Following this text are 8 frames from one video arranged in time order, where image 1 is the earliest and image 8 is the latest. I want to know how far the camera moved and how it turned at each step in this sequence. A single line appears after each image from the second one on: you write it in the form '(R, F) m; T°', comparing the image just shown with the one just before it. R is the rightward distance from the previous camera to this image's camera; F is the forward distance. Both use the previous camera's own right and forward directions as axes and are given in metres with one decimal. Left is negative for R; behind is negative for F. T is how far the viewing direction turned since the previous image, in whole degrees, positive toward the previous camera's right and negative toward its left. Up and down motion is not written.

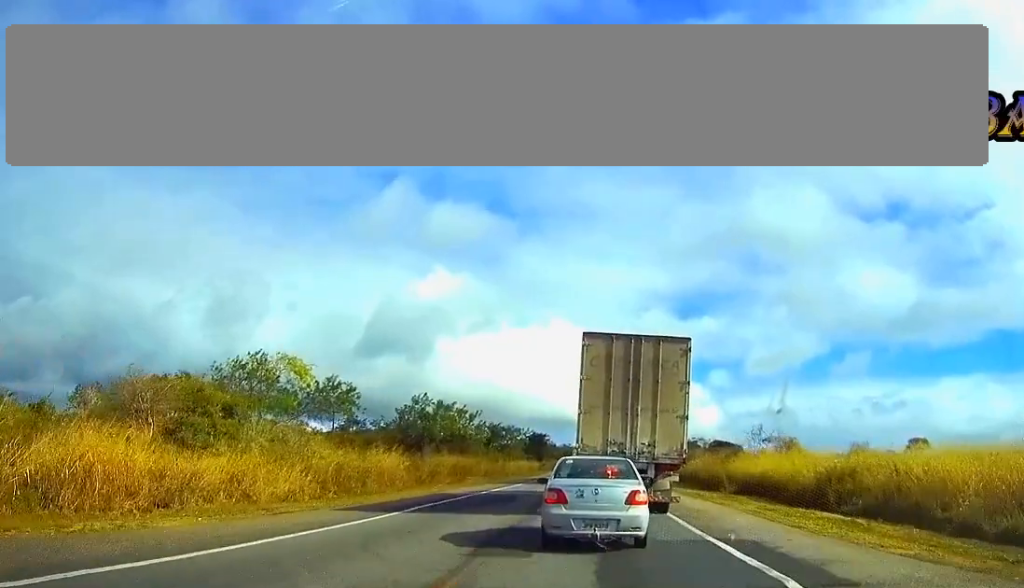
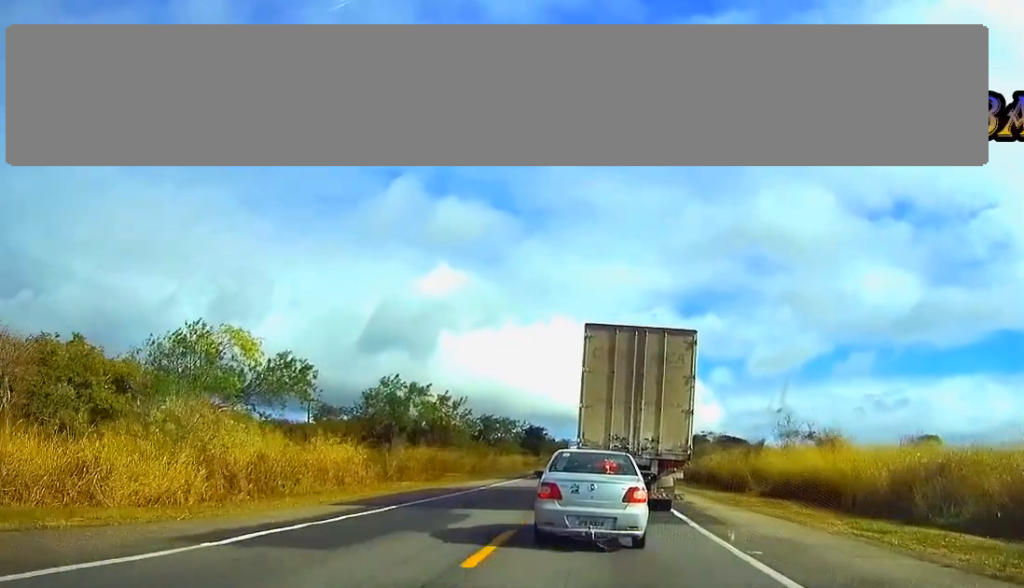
(0.0, +11.0) m; 0°
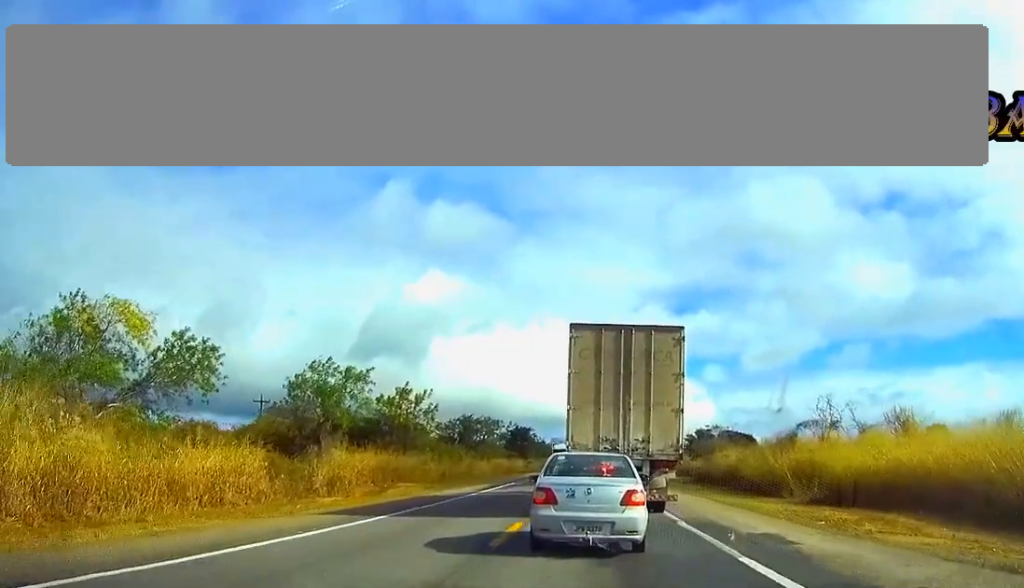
(+0.1, +14.0) m; 0°
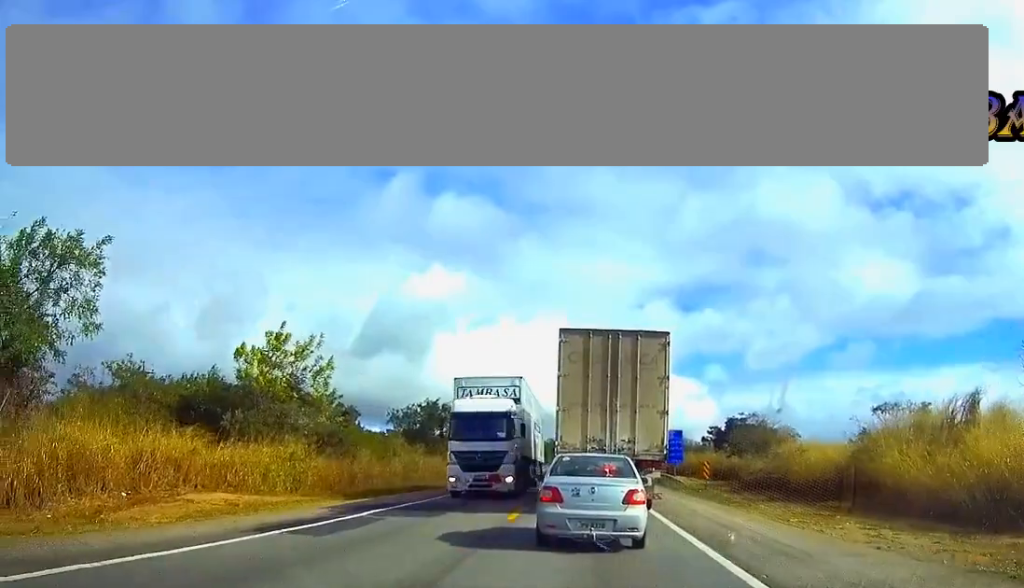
(+0.1, +28.2) m; 0°
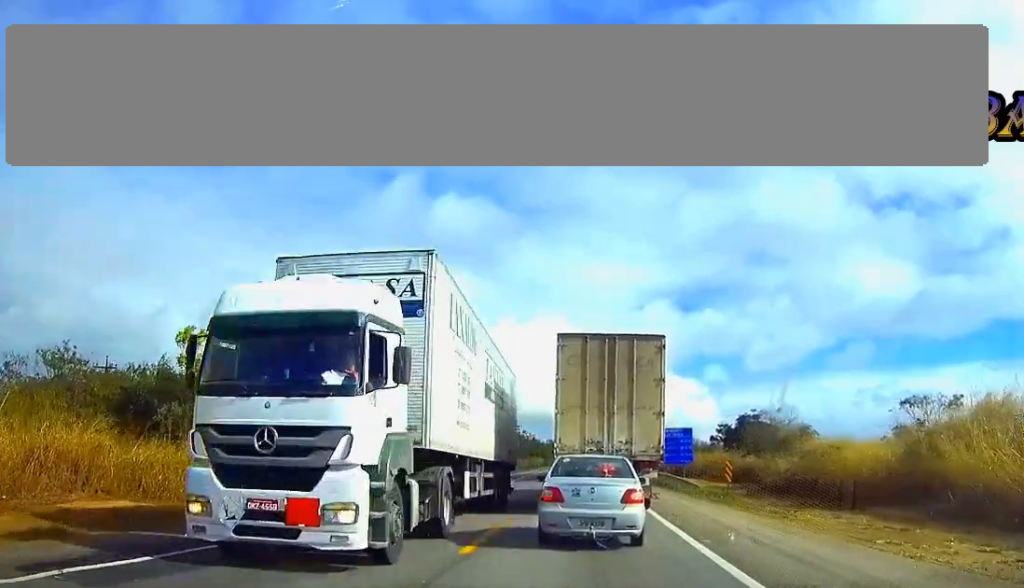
(0.0, +6.6) m; 0°
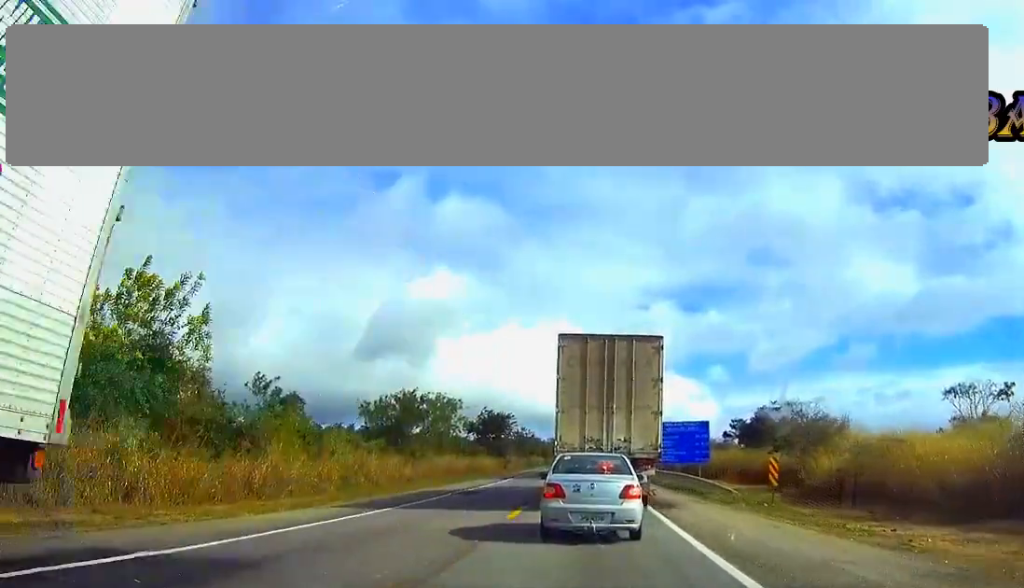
(0.0, +8.5) m; 0°
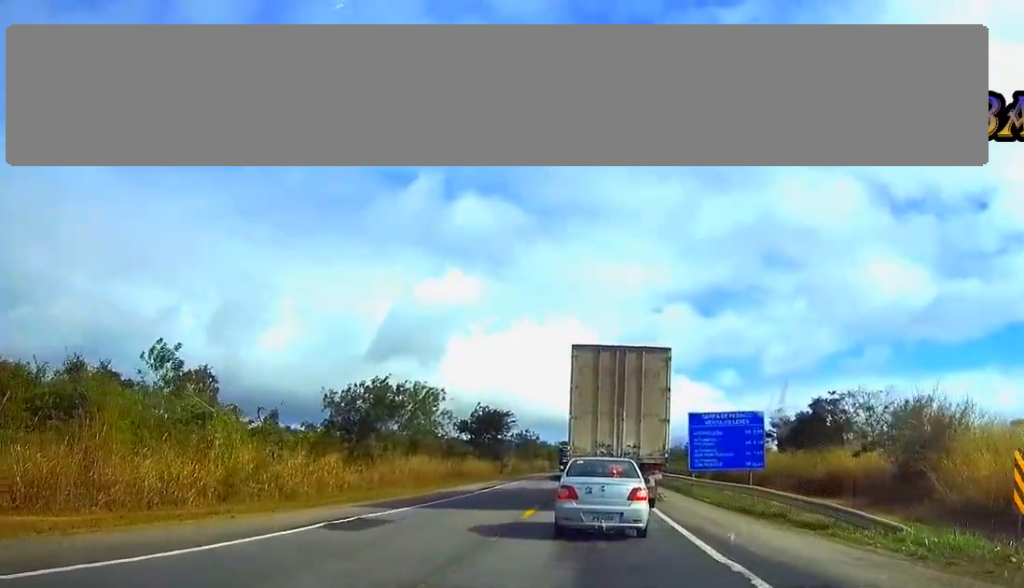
(0.0, +15.9) m; 0°
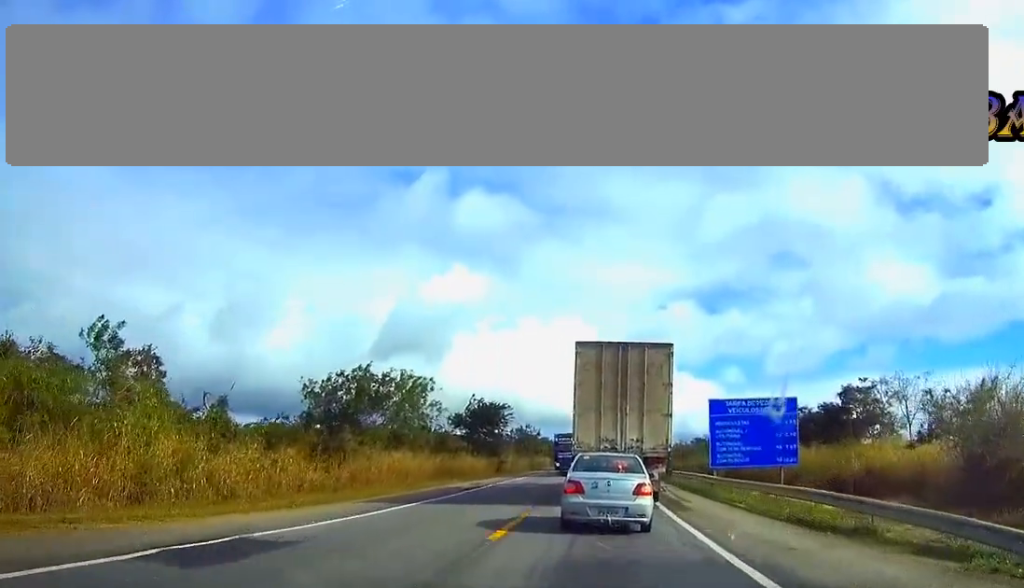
(0.0, +6.4) m; 0°
